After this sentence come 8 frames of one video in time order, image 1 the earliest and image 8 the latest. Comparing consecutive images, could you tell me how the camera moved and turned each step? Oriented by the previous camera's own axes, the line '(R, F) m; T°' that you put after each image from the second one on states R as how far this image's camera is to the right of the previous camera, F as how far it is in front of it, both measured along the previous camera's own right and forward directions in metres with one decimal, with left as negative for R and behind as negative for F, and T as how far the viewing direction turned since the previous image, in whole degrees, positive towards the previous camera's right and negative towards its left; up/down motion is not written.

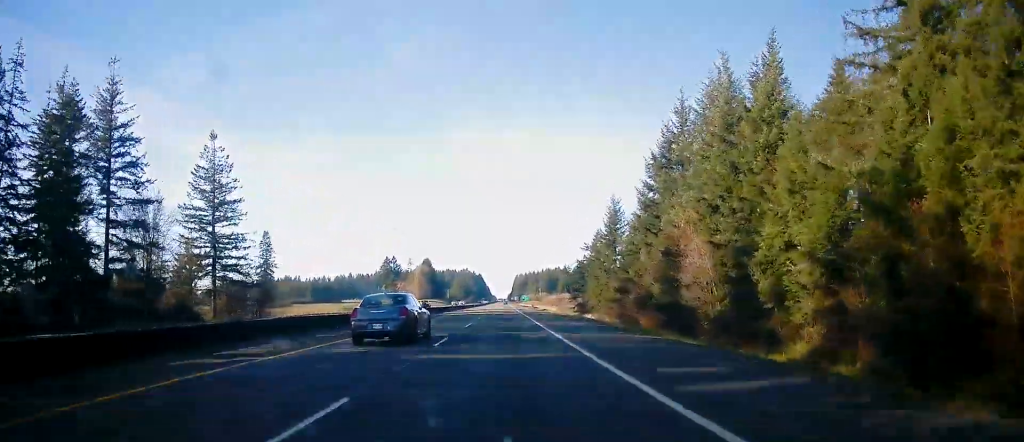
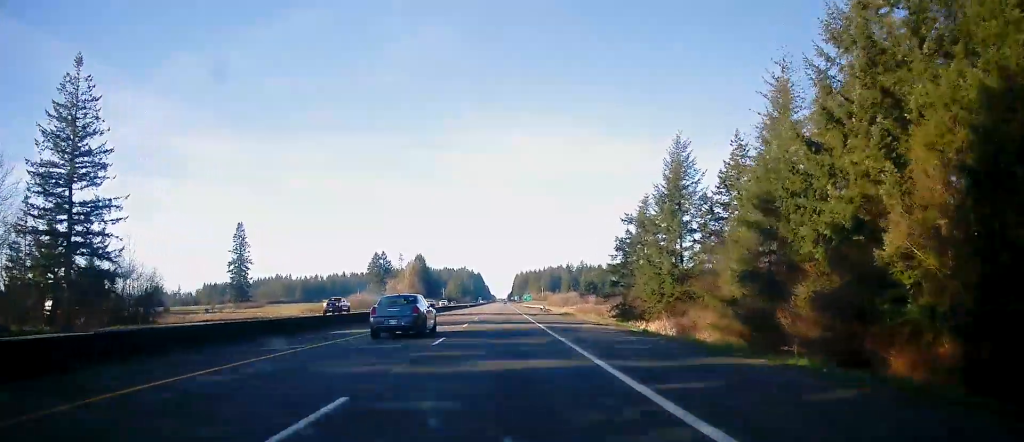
(0.0, +36.3) m; 0°
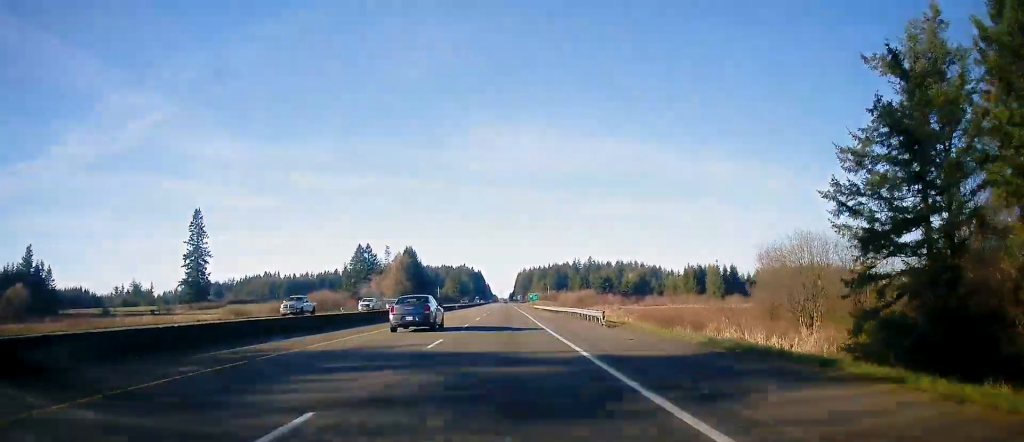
(0.0, +49.5) m; 0°
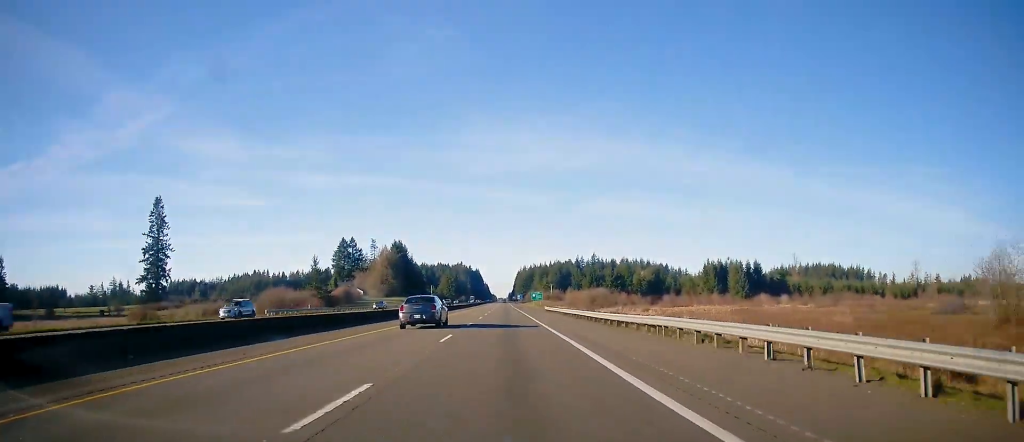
(0.0, +34.3) m; 0°
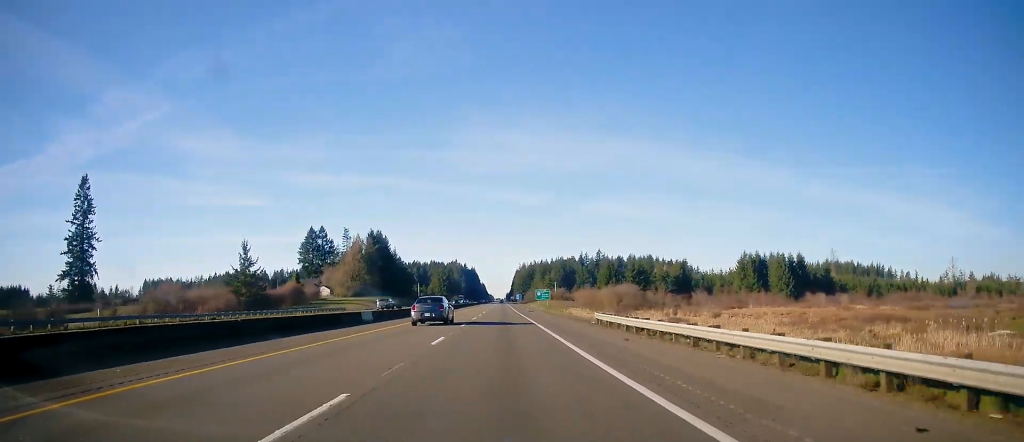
(0.0, +49.9) m; 0°
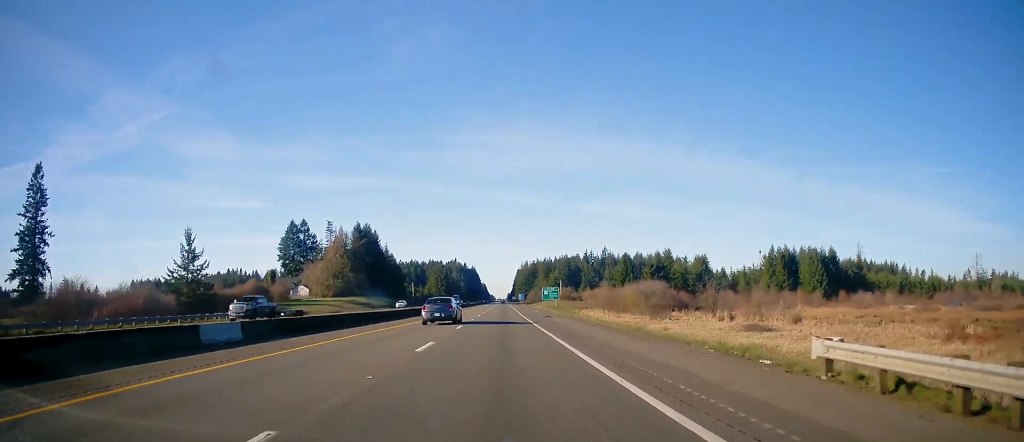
(0.0, +26.7) m; 0°
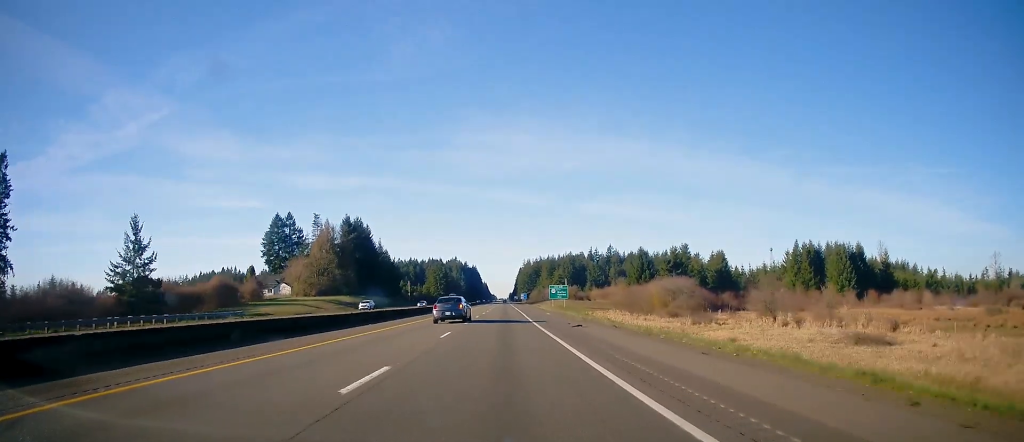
(0.0, +20.0) m; 0°
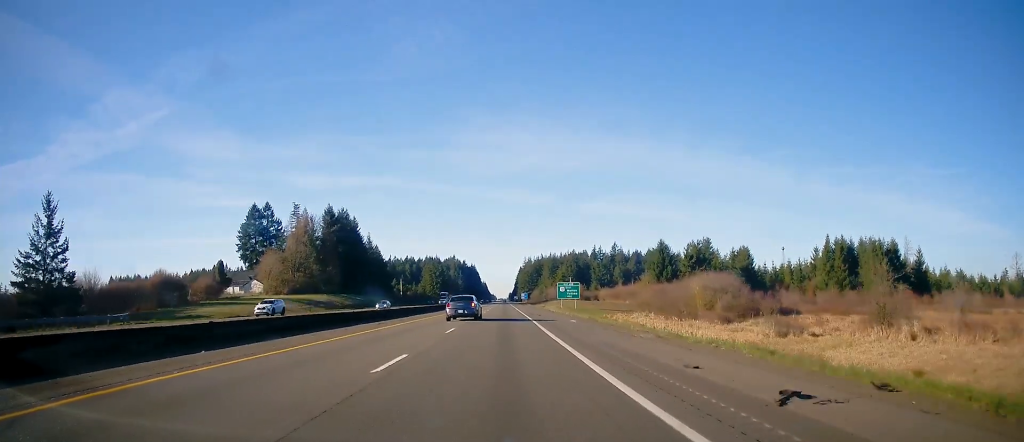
(0.0, +22.2) m; 0°
